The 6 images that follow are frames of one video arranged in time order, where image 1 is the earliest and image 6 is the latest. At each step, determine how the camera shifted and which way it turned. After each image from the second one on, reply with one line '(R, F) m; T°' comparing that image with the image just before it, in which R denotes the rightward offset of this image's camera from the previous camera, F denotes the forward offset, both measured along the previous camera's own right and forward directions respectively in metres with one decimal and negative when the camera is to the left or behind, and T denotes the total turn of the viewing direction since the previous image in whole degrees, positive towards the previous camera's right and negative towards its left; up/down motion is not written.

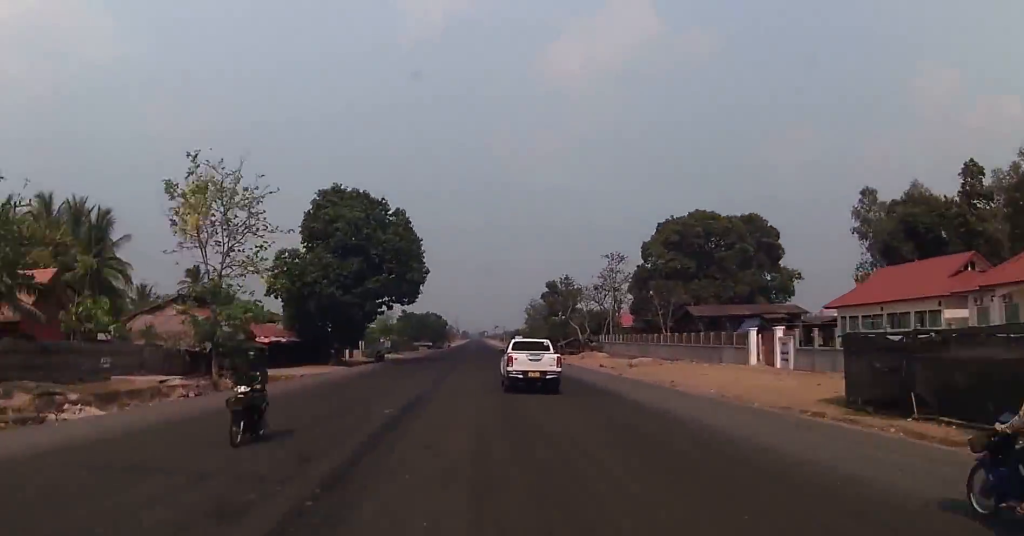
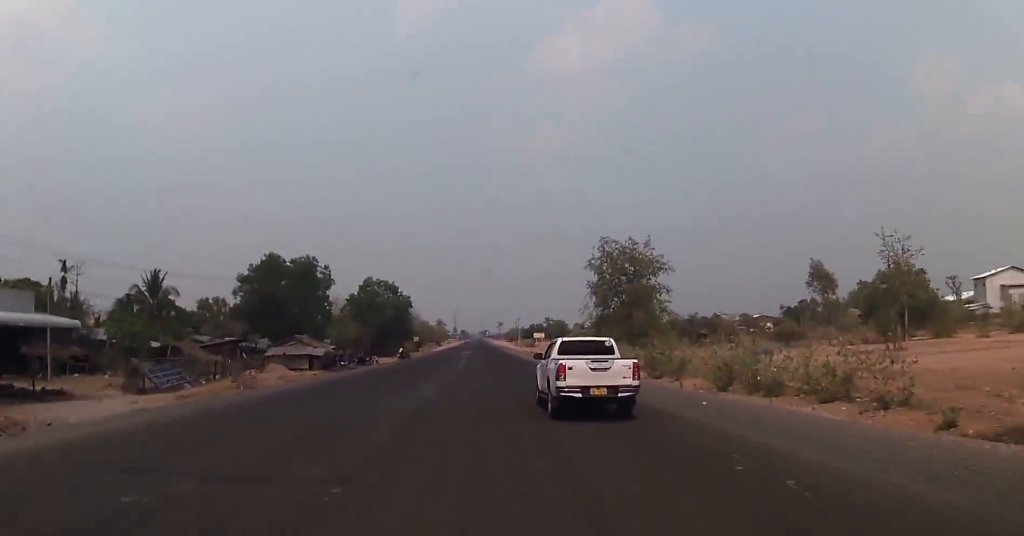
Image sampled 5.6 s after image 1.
(+0.6, +129.2) m; 0°
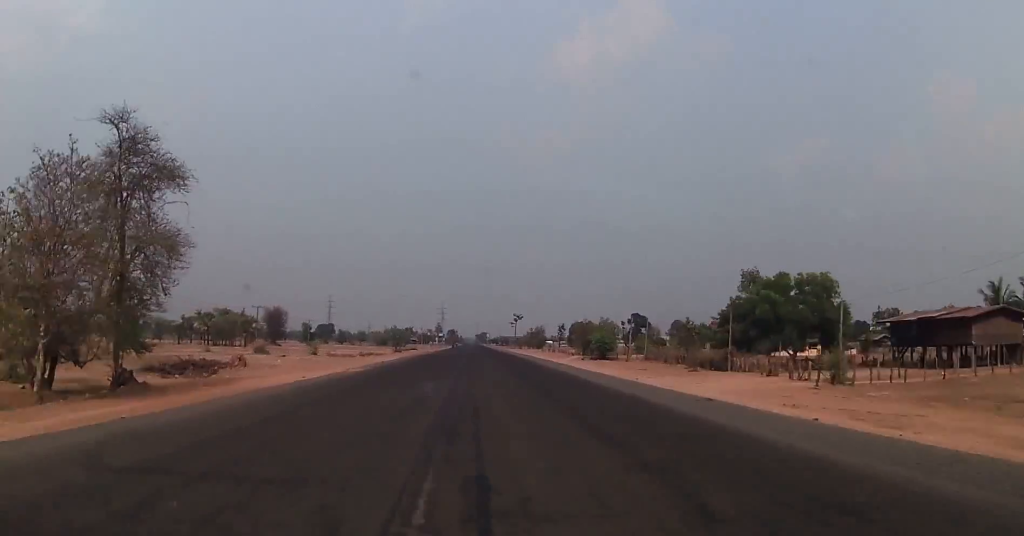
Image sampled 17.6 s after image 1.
(-1.1, +298.9) m; +1°
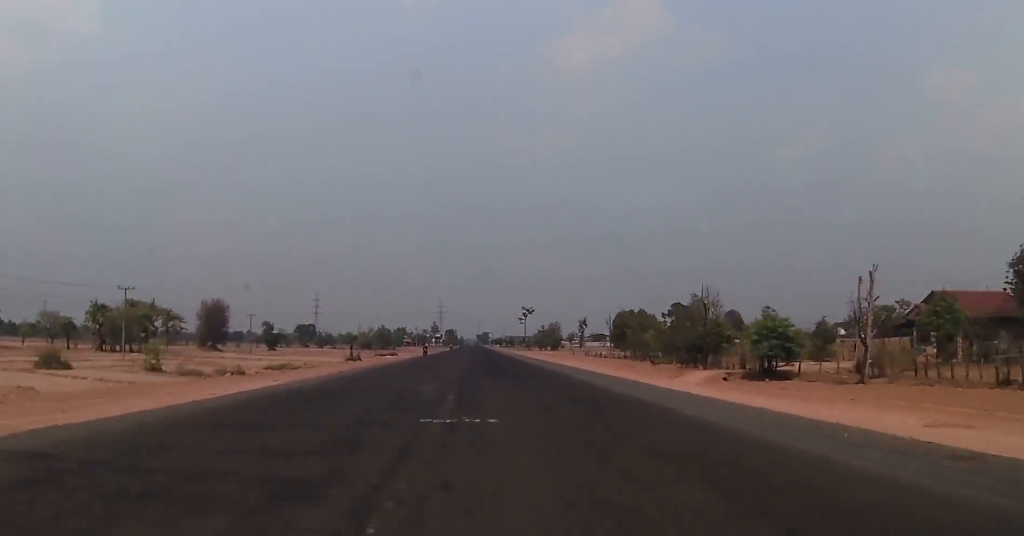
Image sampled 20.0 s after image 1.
(+0.4, +62.7) m; 0°
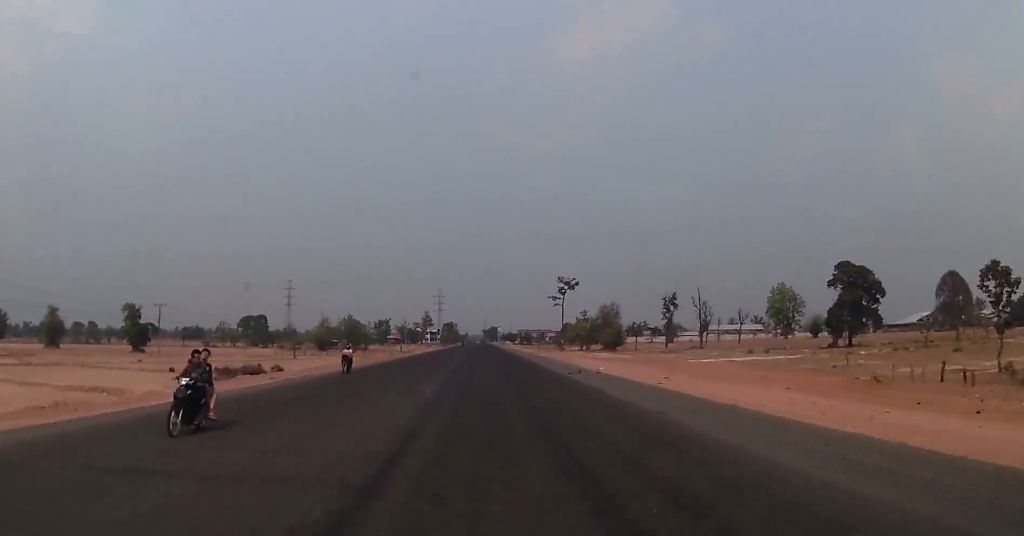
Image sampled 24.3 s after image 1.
(-0.2, +112.4) m; 0°
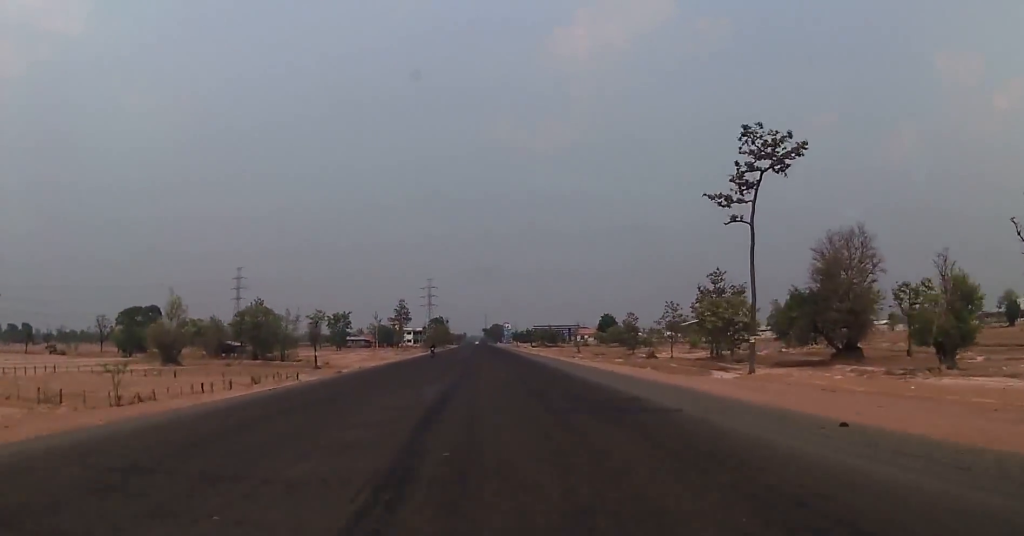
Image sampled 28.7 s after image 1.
(-0.6, +116.2) m; 0°
